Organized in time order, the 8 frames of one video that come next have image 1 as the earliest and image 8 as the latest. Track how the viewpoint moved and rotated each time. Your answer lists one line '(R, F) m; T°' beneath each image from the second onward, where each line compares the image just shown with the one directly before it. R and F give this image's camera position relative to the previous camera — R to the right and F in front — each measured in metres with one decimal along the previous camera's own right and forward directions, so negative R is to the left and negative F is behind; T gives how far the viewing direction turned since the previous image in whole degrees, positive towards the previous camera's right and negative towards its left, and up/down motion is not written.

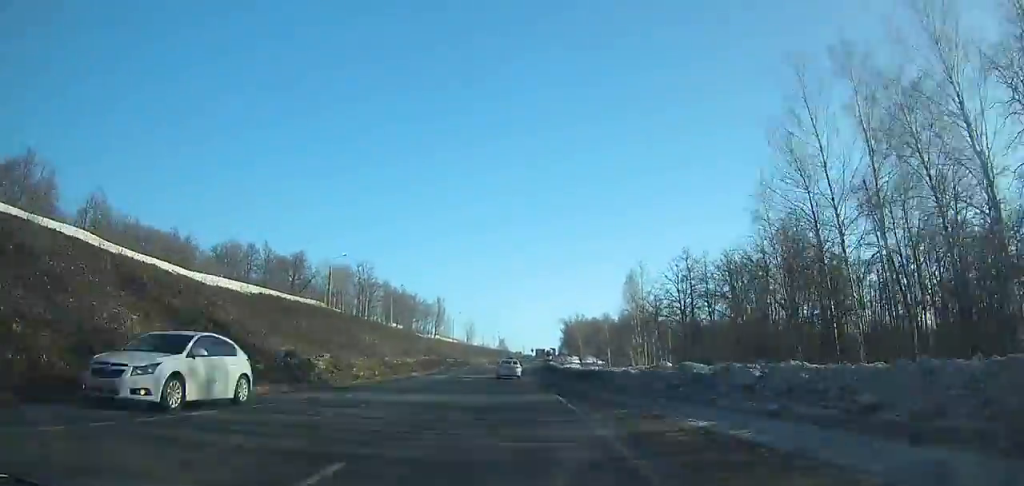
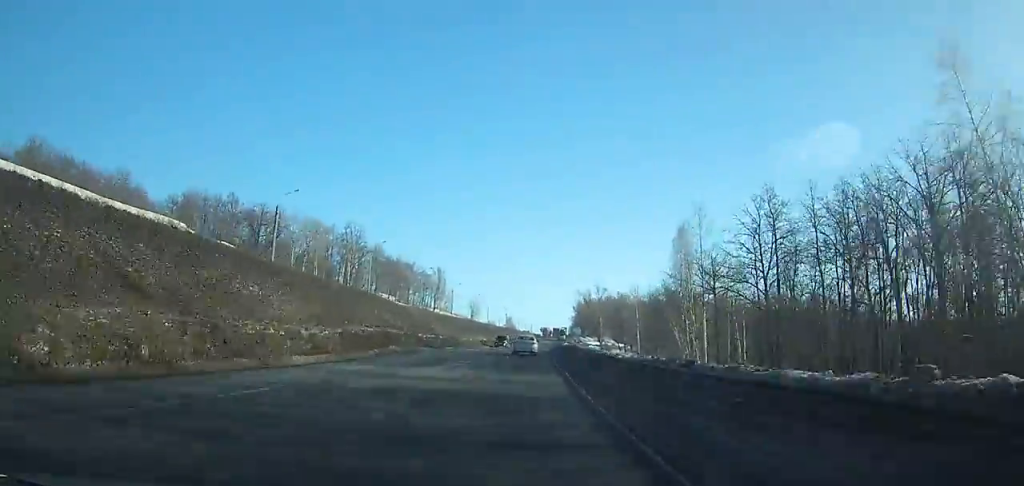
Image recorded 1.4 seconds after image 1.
(-0.4, +26.4) m; 0°
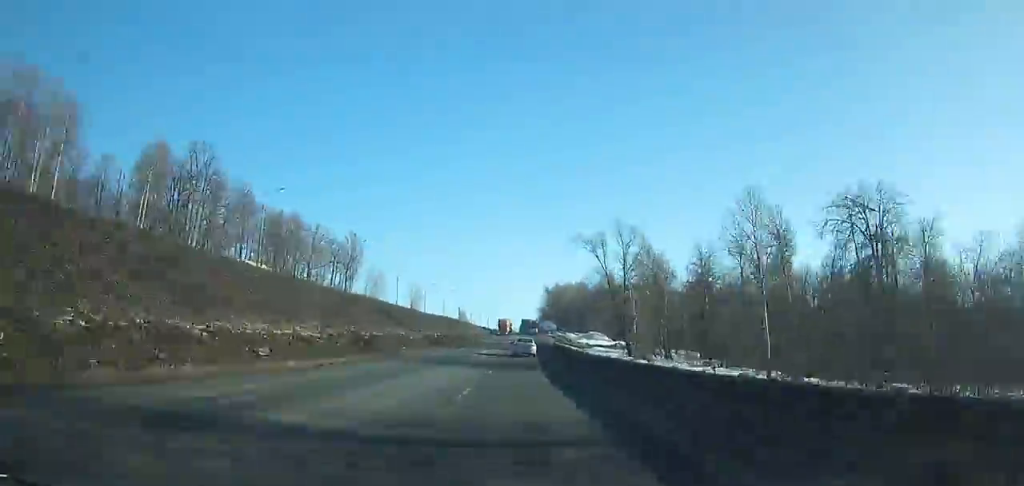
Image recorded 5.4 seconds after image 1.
(+1.9, +68.9) m; +3°
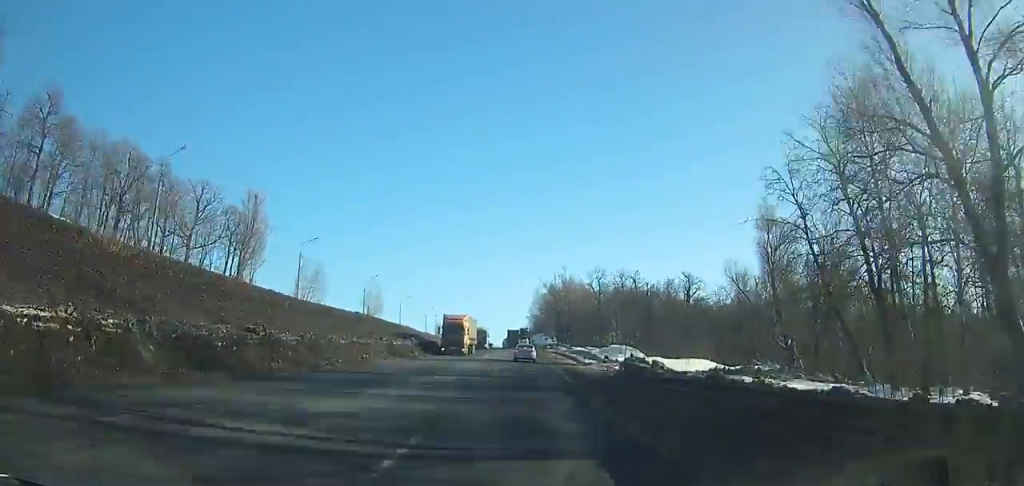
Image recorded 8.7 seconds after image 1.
(+0.9, +49.2) m; +2°
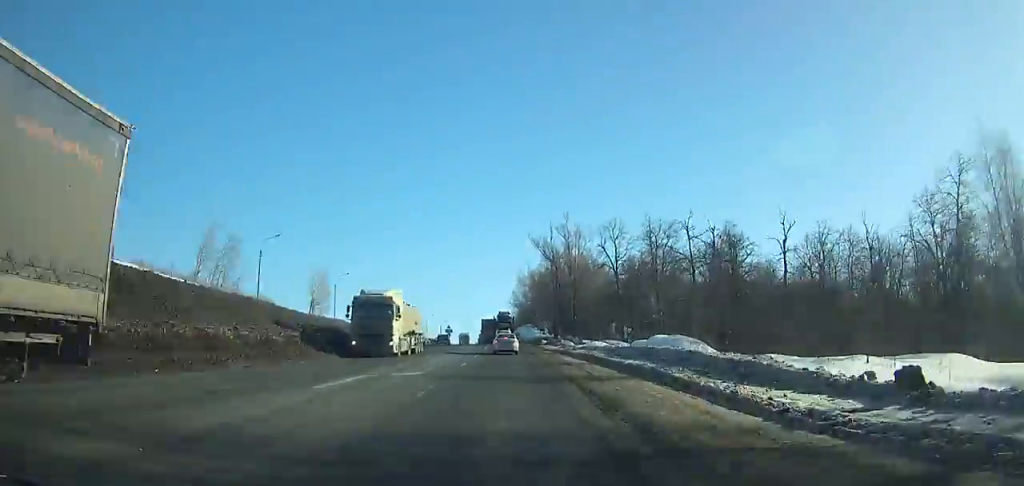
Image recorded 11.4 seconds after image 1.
(+0.3, +32.6) m; +1°
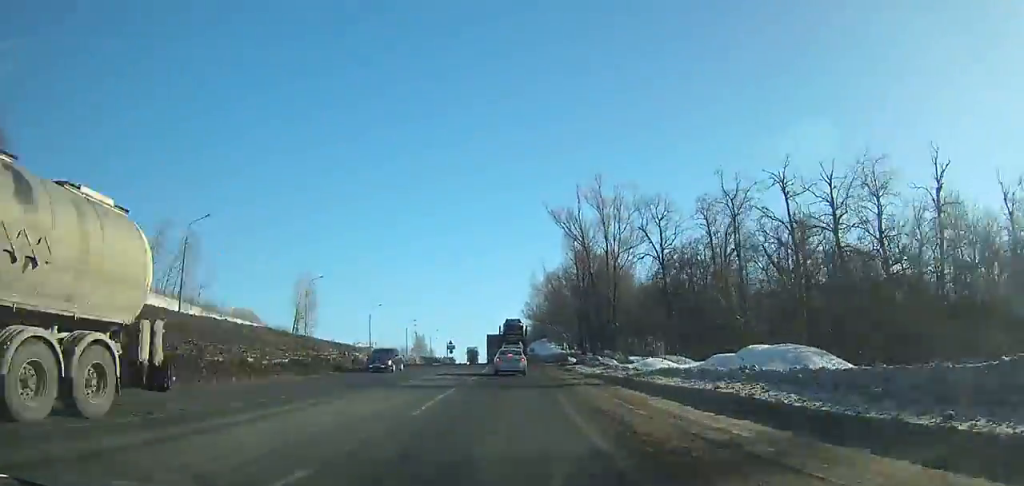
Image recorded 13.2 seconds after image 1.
(+0.2, +18.1) m; 0°
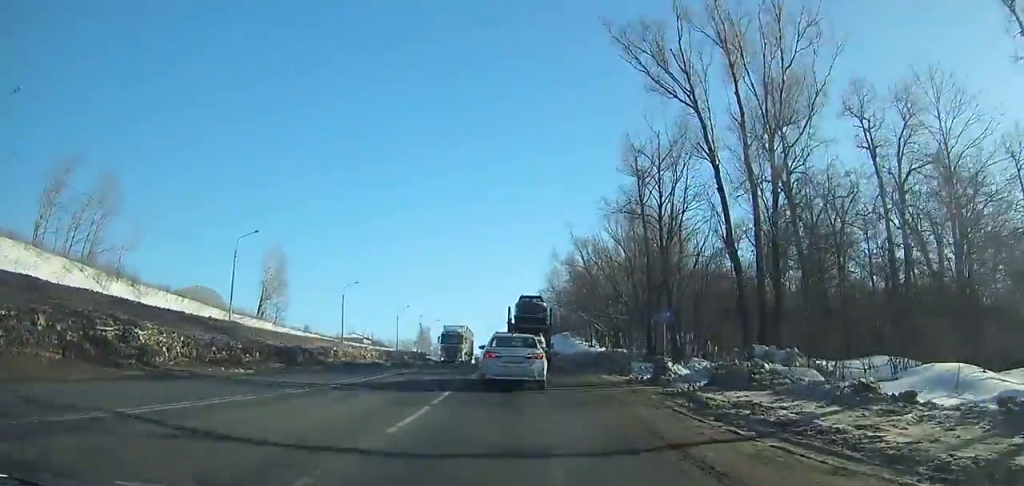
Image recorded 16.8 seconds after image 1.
(-0.5, +23.1) m; -2°
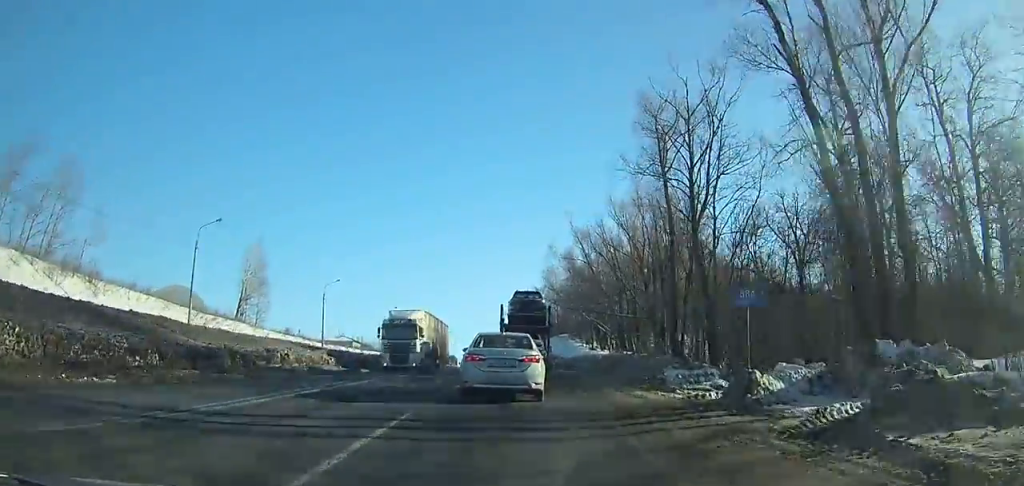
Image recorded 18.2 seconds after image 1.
(-0.1, +5.7) m; 0°
